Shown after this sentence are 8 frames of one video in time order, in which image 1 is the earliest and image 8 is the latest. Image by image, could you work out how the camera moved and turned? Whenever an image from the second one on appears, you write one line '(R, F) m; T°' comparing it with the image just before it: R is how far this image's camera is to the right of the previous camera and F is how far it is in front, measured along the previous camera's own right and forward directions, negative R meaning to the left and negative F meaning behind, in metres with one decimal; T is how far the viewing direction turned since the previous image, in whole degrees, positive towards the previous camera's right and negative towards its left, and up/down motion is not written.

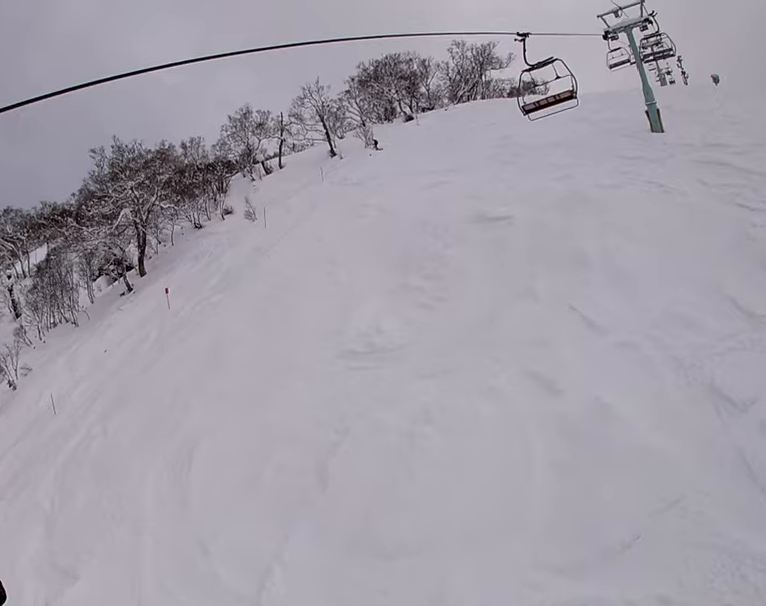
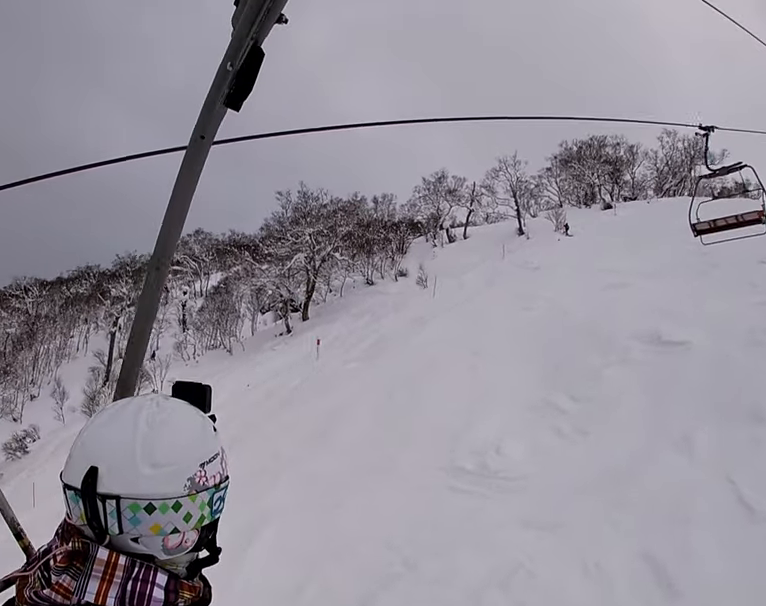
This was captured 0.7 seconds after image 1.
(+0.8, +2.0) m; +1°
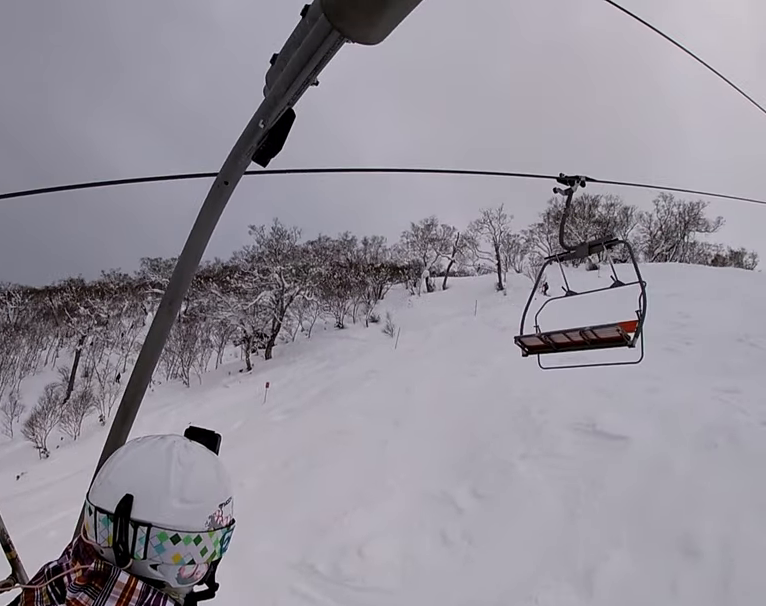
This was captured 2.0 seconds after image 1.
(-0.8, +3.2) m; 0°
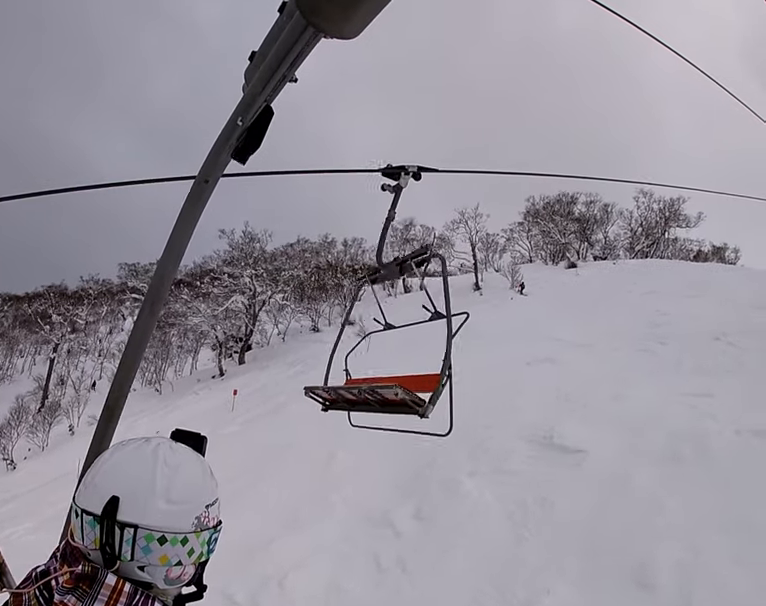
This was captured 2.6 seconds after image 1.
(+0.6, +1.7) m; 0°
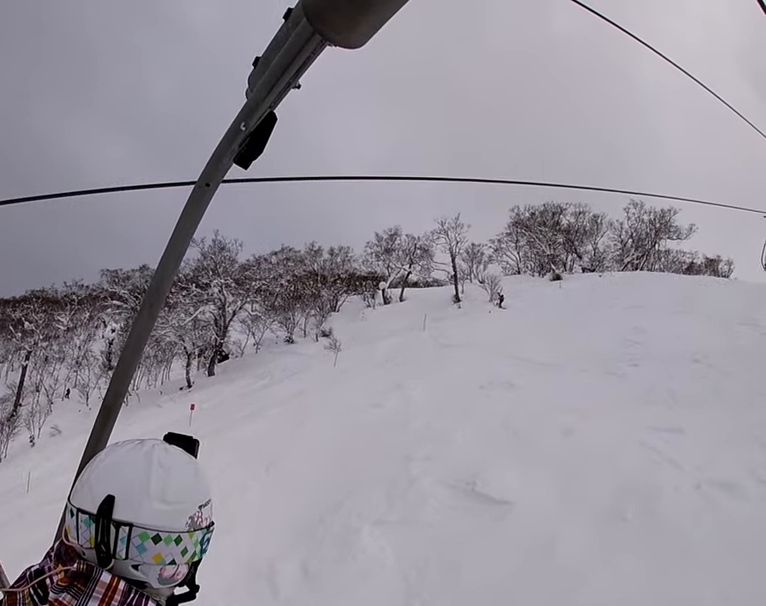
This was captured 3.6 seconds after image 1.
(-0.3, +2.7) m; -16°
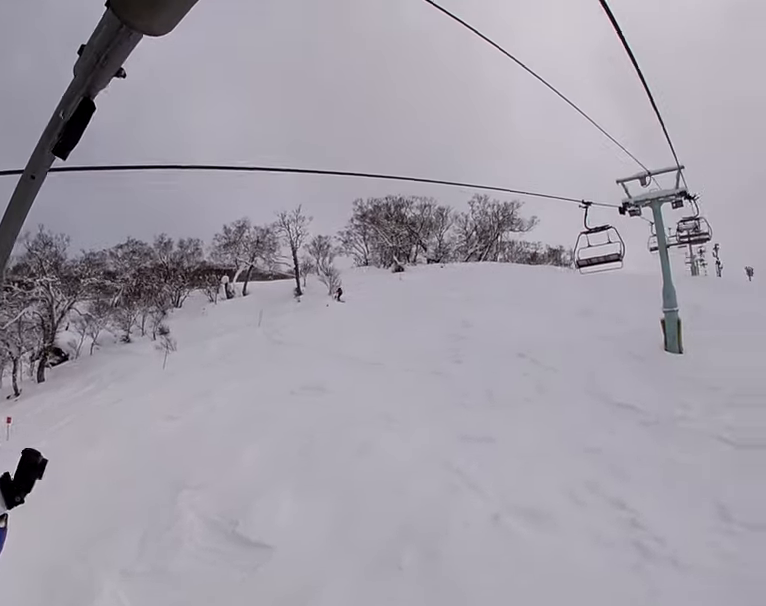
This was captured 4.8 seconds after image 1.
(-0.5, +3.0) m; +11°
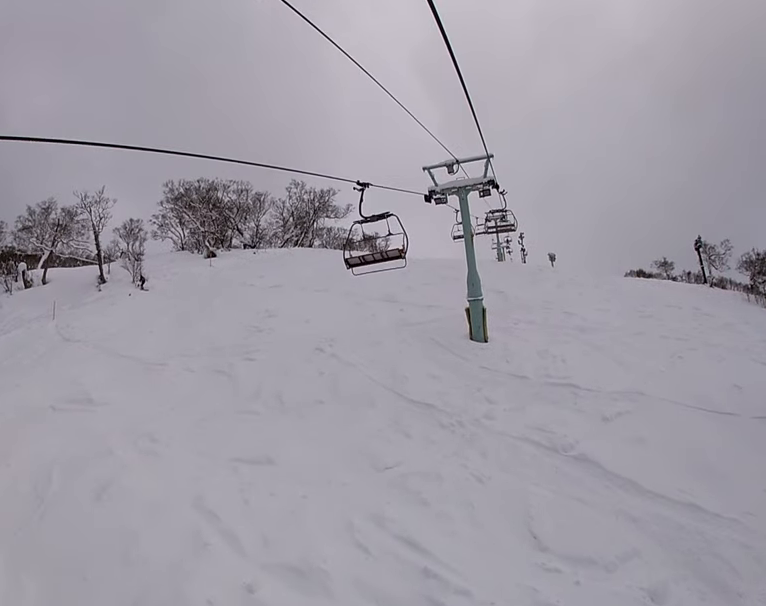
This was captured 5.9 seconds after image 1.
(+1.1, +2.9) m; +4°
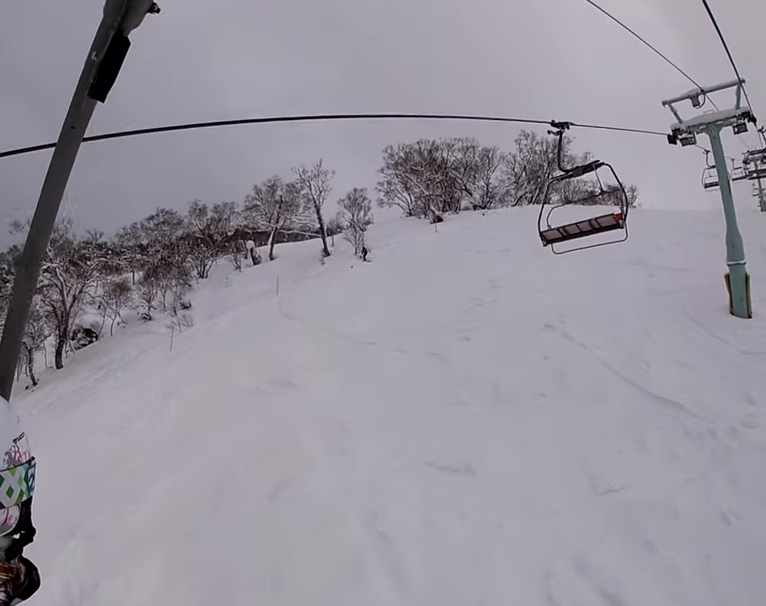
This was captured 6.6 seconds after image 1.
(-0.6, +1.6) m; -15°
